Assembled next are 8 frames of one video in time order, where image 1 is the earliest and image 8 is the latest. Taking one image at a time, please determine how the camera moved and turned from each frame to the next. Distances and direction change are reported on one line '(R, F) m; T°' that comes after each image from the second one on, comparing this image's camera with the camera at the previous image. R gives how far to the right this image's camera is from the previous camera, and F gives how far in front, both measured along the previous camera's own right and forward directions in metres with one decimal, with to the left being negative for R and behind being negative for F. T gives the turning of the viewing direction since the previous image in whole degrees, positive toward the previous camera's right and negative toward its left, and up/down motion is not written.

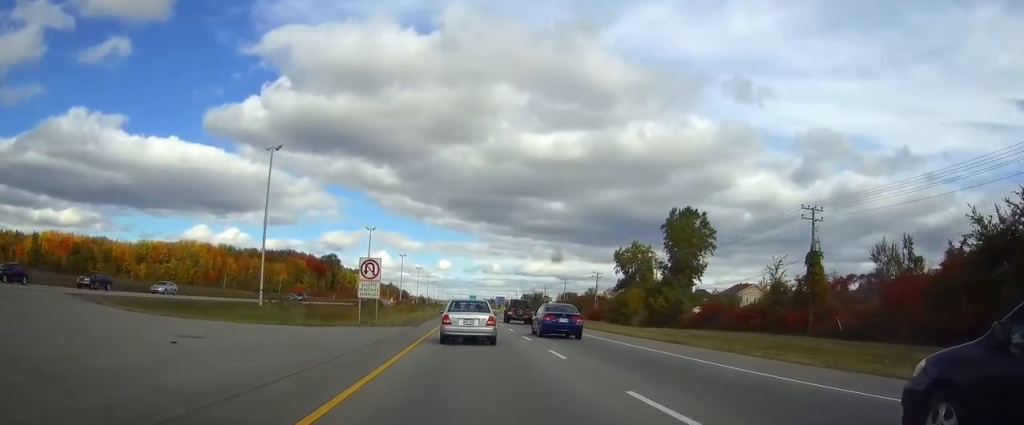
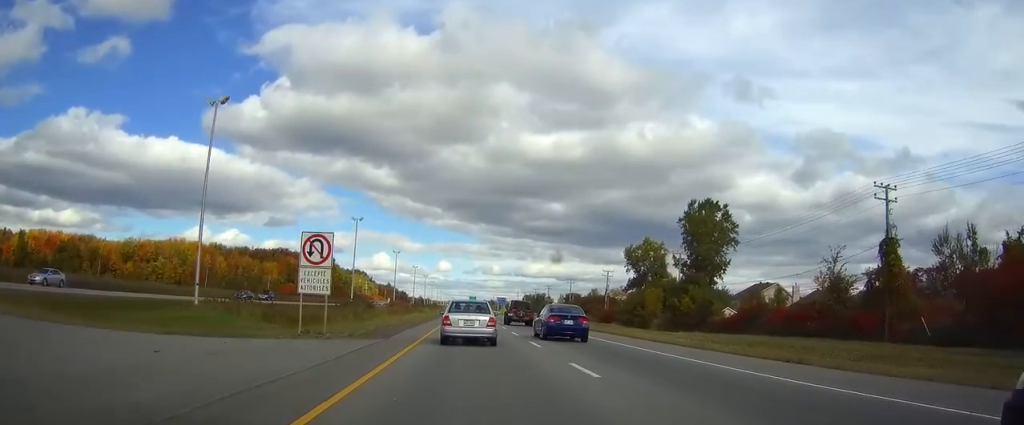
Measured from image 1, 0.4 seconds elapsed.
(0.0, +12.9) m; 0°
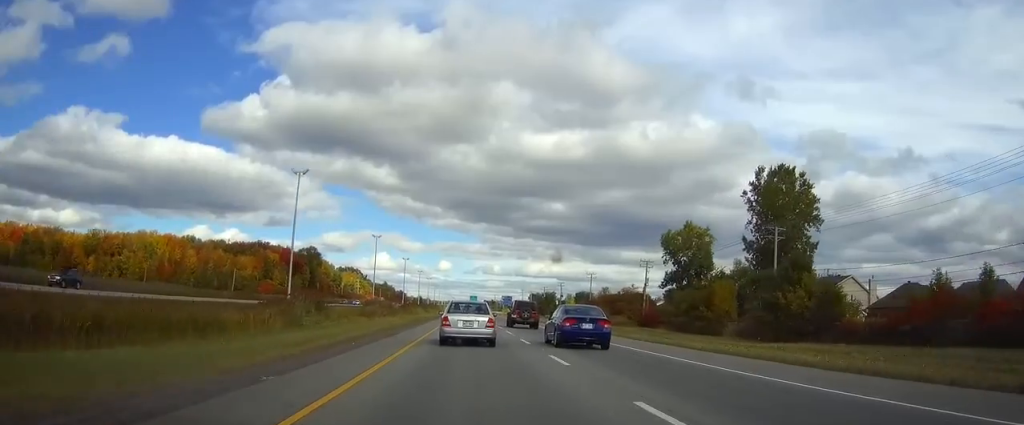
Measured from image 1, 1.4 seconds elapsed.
(0.0, +33.2) m; 0°
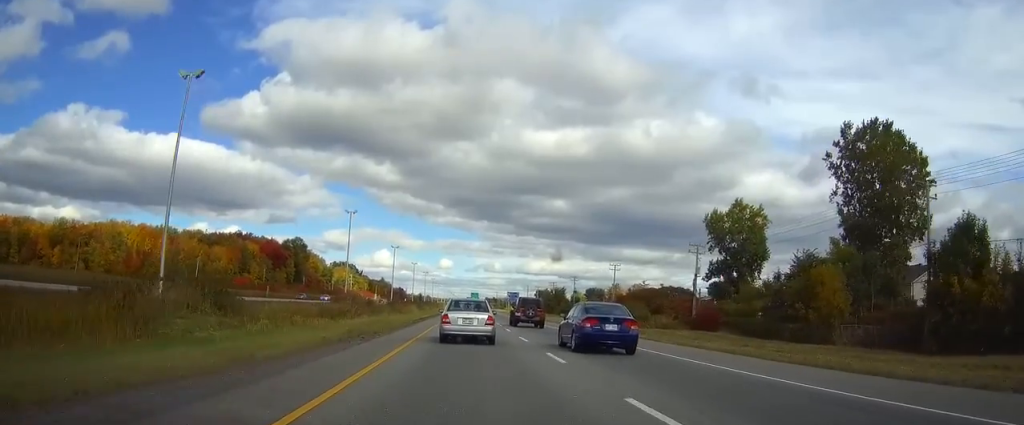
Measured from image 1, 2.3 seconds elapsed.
(0.0, +26.9) m; 0°
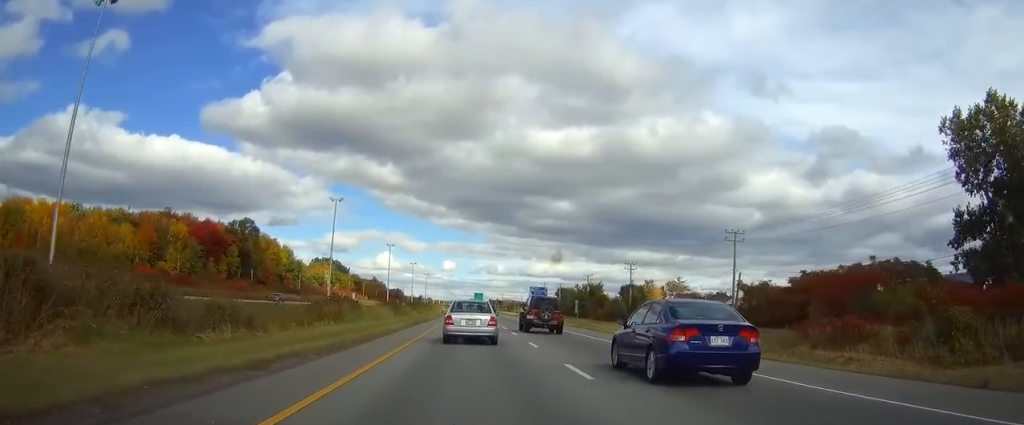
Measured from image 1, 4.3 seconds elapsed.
(0.0, +66.7) m; 0°
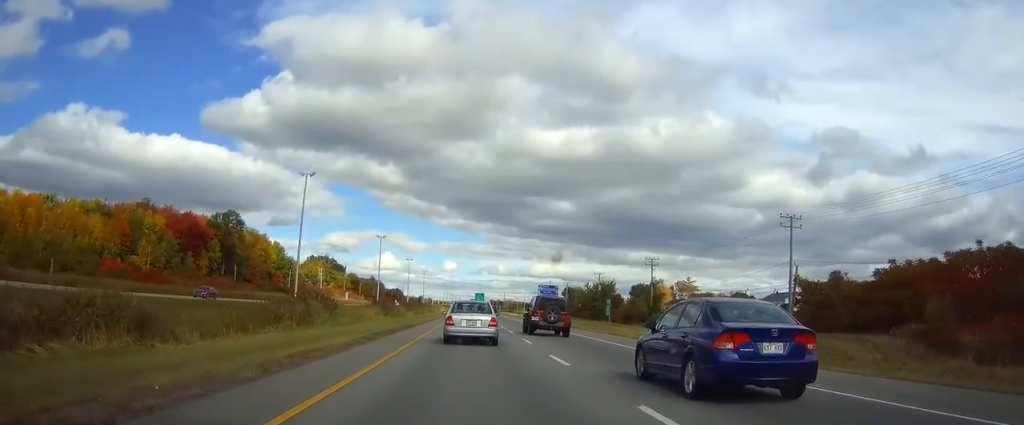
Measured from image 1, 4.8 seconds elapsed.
(0.0, +15.2) m; 0°
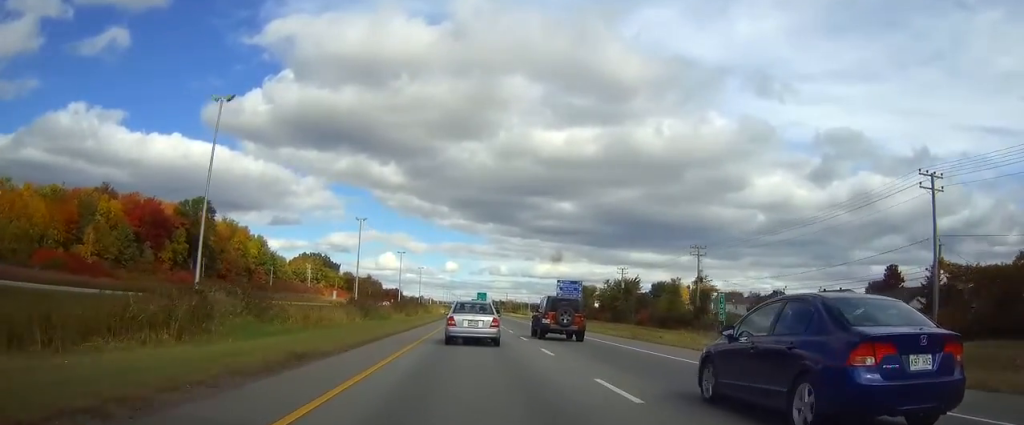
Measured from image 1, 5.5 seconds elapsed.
(0.0, +23.8) m; 0°
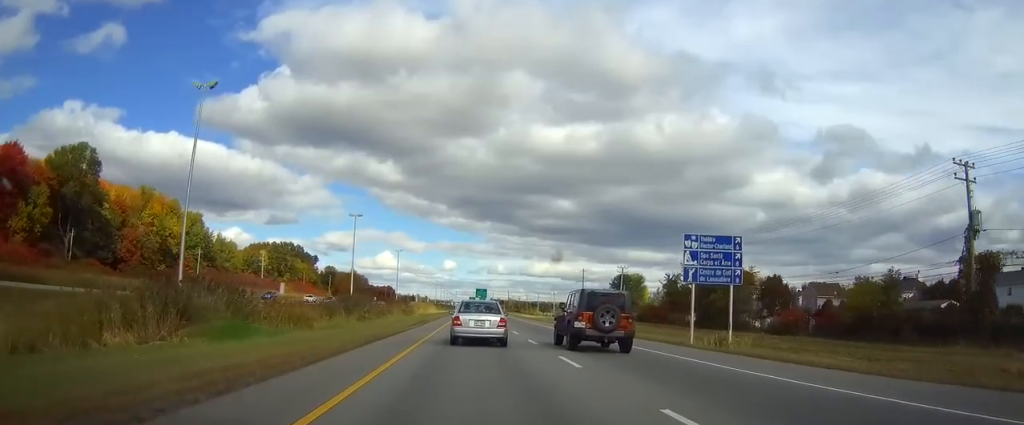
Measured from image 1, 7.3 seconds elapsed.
(0.0, +57.7) m; 0°
